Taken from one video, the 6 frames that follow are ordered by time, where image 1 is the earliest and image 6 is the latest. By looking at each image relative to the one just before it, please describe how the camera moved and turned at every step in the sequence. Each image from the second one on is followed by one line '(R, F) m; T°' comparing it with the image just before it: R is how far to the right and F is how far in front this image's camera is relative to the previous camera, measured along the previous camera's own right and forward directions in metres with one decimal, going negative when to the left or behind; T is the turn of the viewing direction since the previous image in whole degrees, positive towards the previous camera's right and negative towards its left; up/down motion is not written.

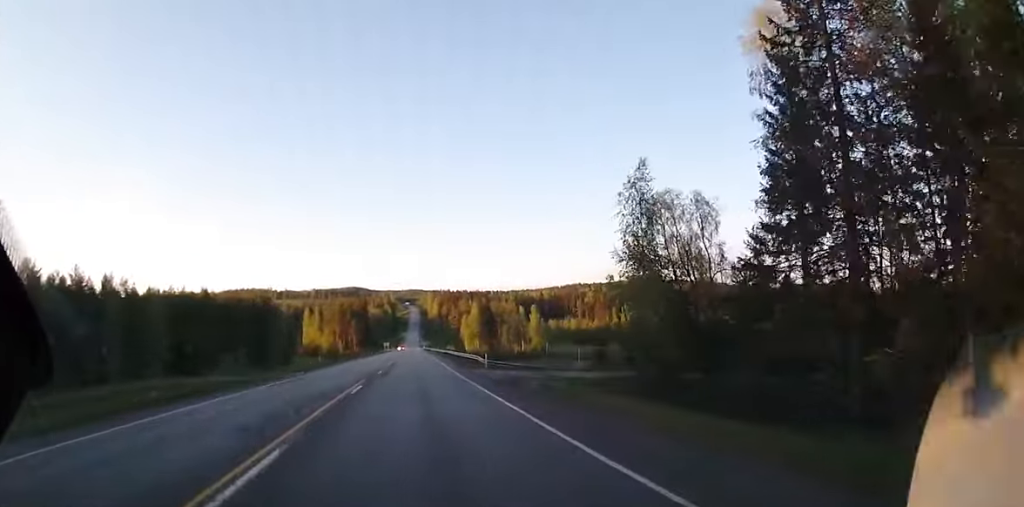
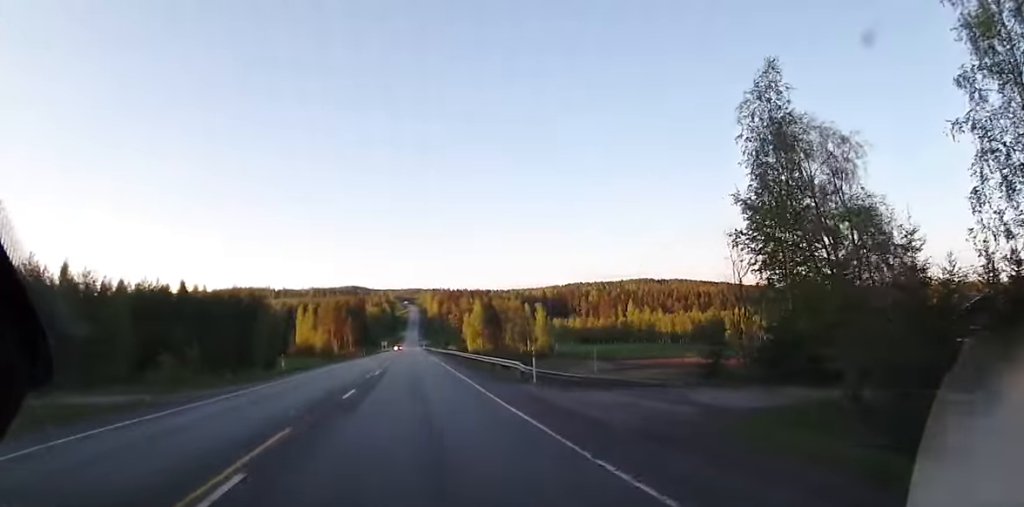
(-0.2, +14.1) m; 0°
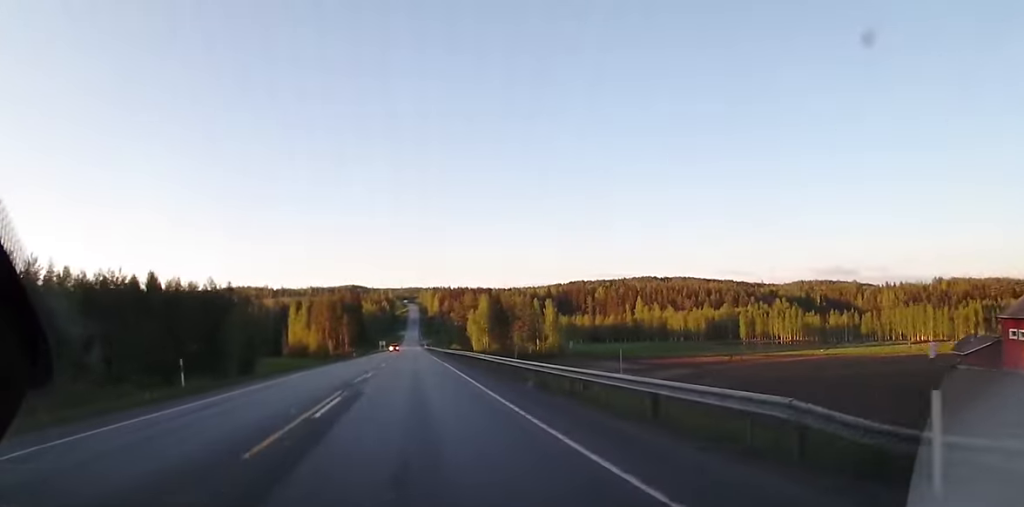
(-0.1, +16.7) m; 0°
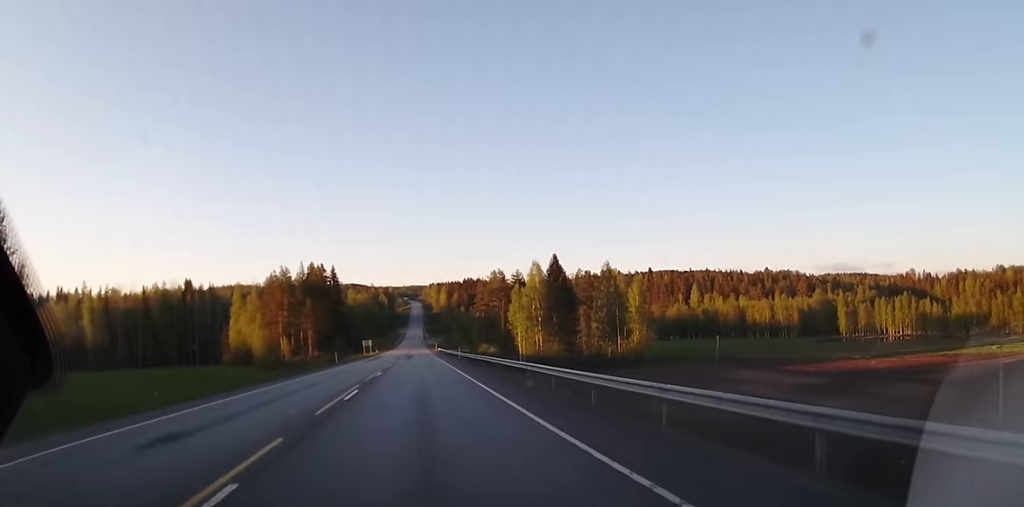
(-1.0, +81.9) m; -1°
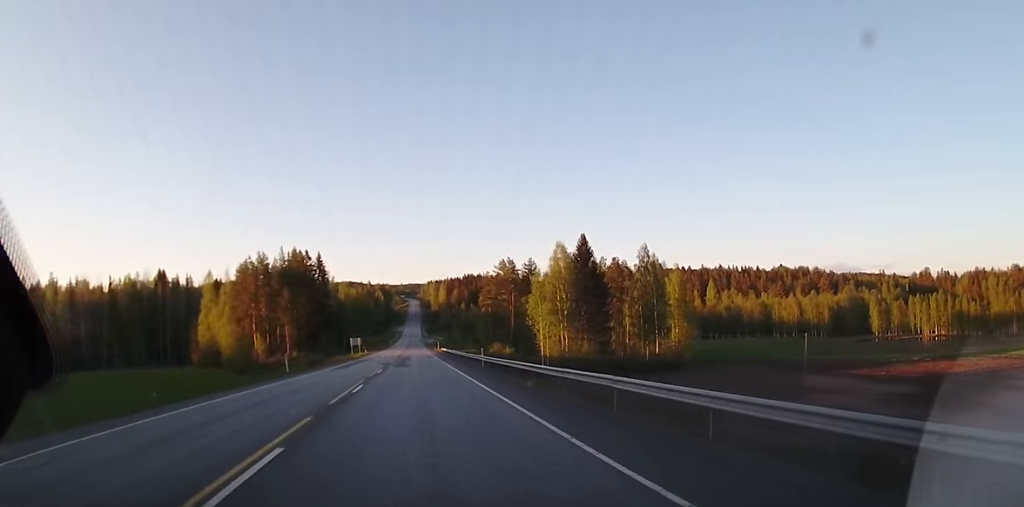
(+0.2, +22.0) m; +1°
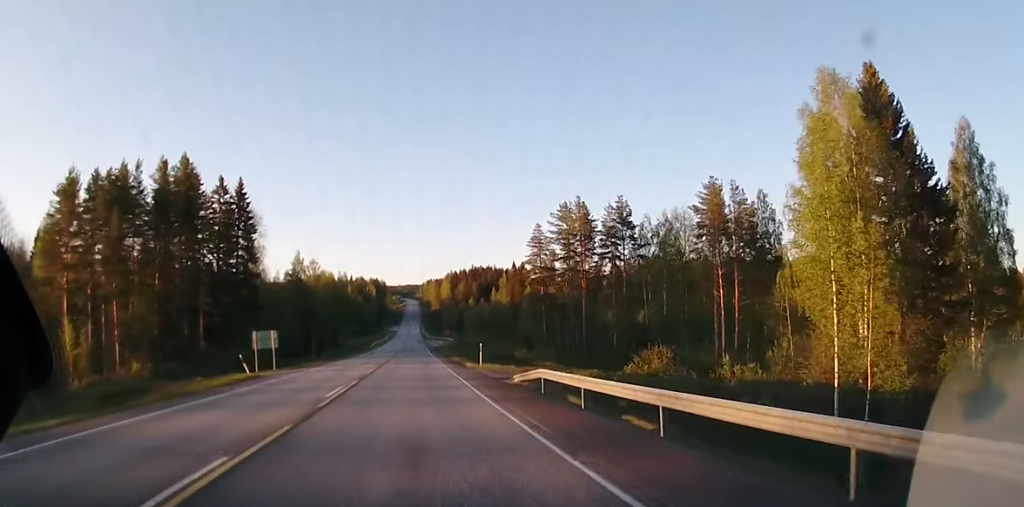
(+1.0, +68.0) m; +1°
